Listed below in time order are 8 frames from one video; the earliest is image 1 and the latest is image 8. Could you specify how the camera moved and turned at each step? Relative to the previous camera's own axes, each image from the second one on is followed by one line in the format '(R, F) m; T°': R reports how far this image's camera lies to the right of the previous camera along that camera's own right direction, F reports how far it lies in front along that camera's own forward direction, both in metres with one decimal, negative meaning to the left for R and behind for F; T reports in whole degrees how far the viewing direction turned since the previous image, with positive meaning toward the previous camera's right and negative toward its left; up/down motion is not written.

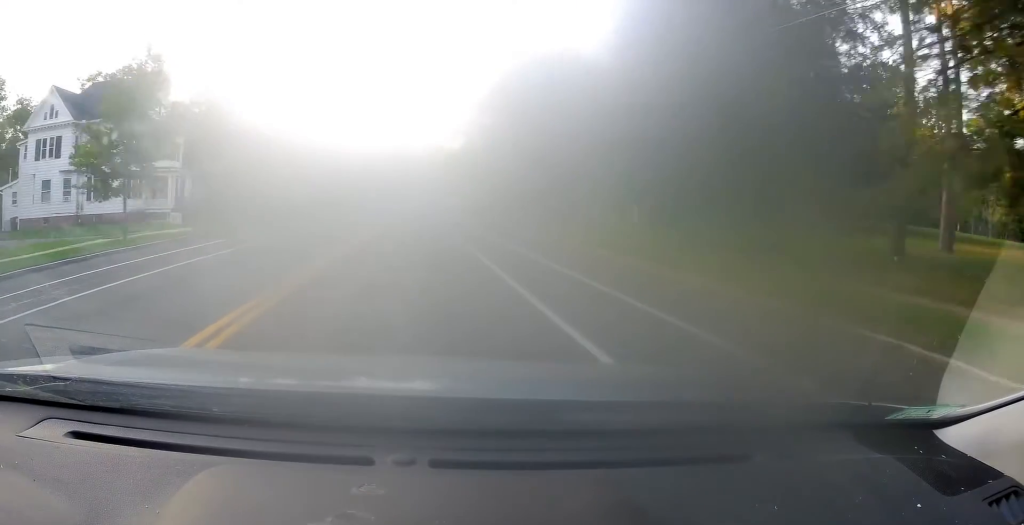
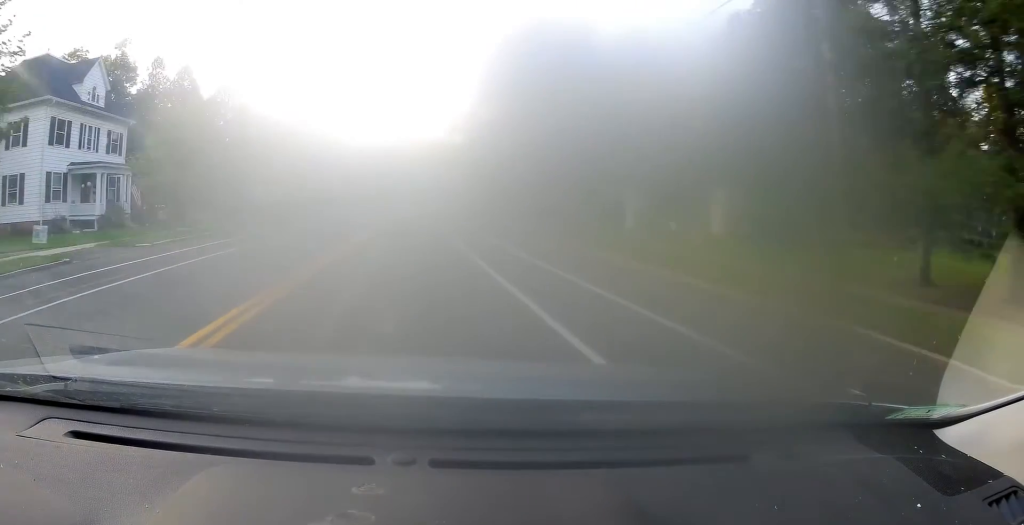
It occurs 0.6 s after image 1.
(0.0, +10.9) m; 0°
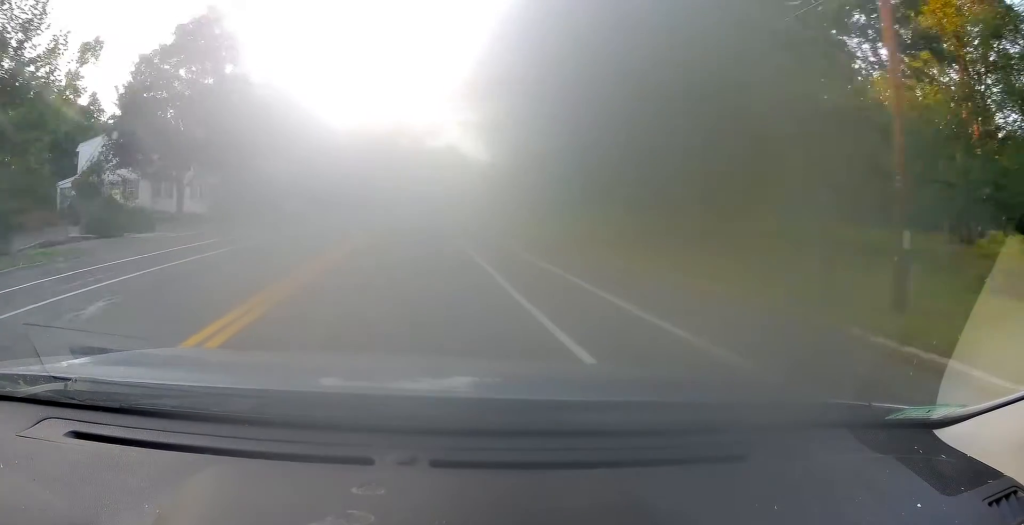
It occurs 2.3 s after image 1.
(+0.2, +32.1) m; 0°
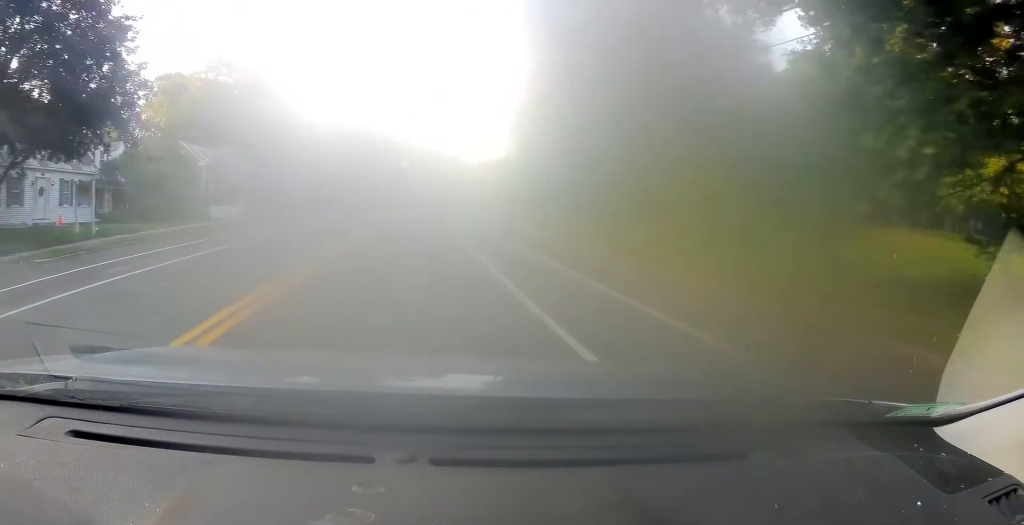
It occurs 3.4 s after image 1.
(-0.1, +20.1) m; +1°
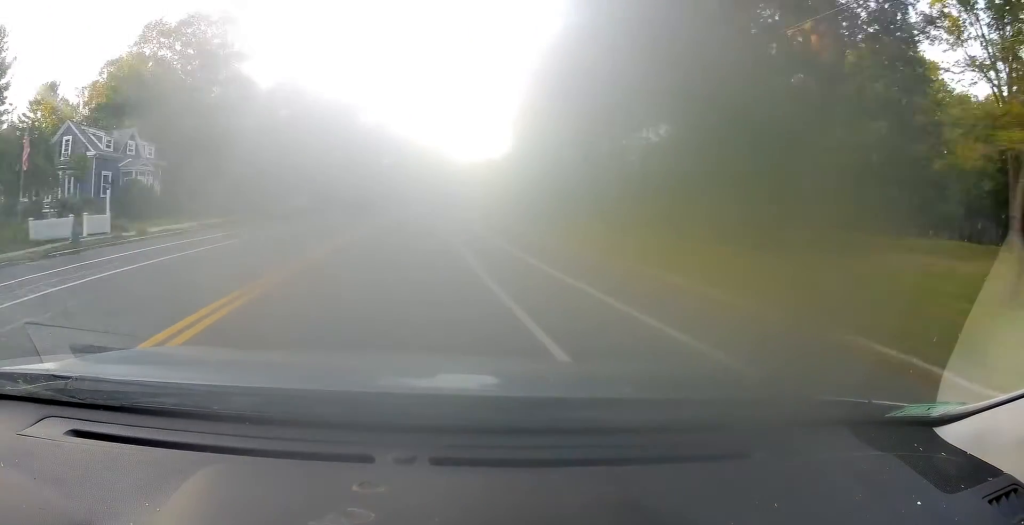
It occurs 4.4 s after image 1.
(+0.4, +18.2) m; +2°
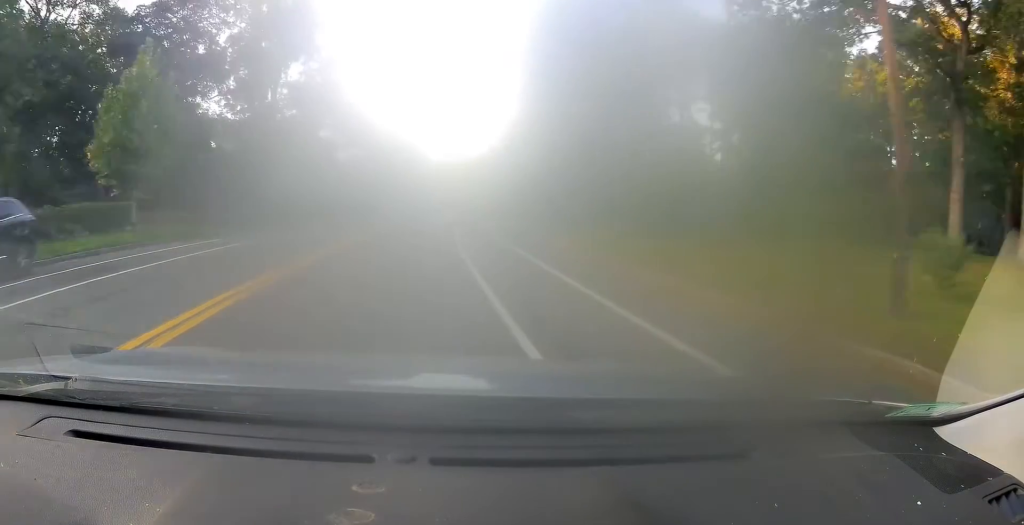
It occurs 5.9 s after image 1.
(+0.6, +27.9) m; +2°
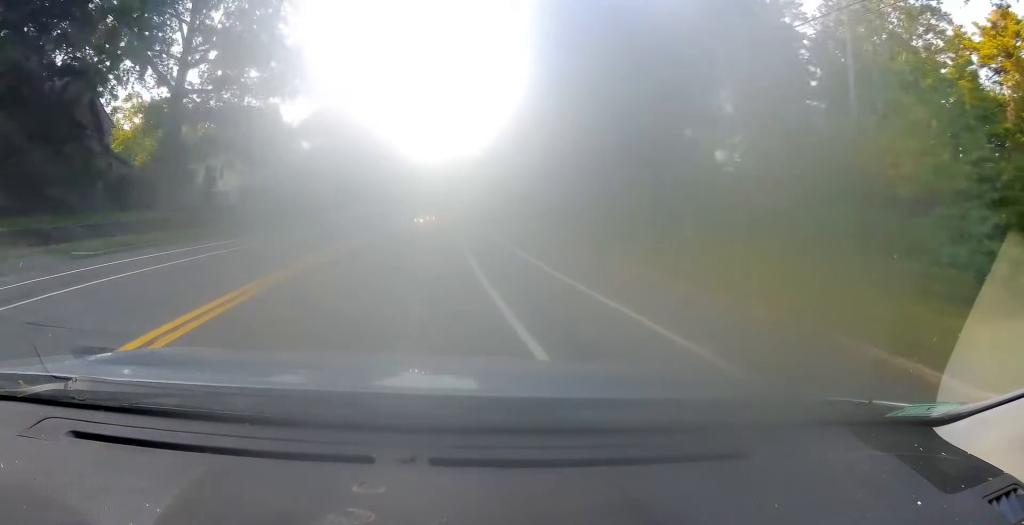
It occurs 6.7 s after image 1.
(+0.1, +16.2) m; +3°
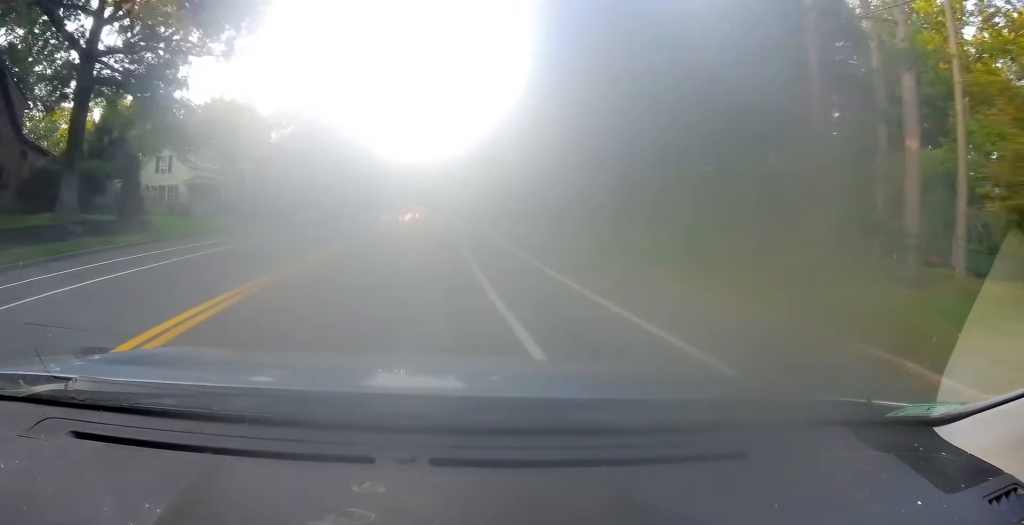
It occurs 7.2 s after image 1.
(+0.3, +8.8) m; +2°
